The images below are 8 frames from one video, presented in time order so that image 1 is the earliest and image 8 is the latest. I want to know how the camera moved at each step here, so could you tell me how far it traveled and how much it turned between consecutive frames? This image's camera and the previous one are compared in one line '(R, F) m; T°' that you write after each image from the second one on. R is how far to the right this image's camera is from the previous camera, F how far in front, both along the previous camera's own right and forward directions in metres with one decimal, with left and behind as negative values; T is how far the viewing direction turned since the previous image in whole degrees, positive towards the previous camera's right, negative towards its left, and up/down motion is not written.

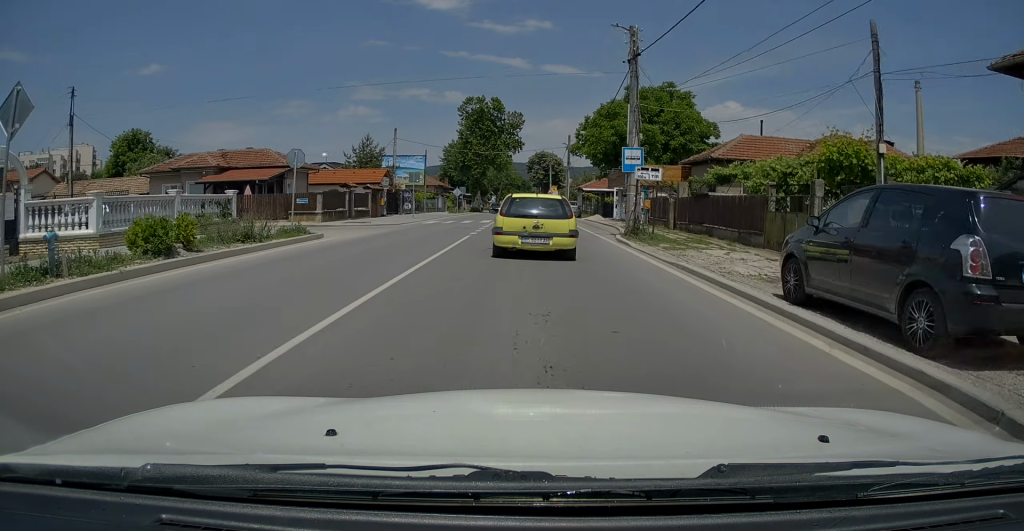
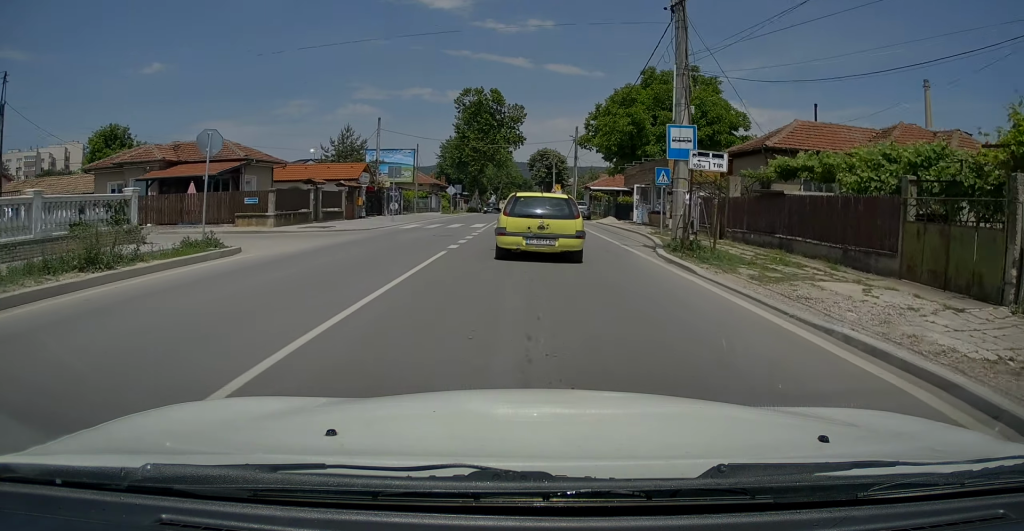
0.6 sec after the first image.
(0.0, +6.5) m; 0°
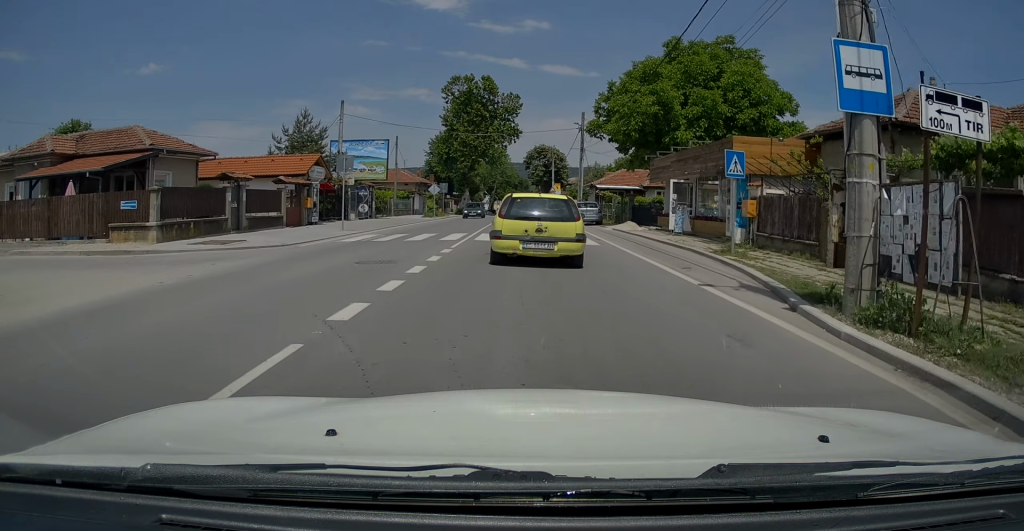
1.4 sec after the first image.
(-0.1, +8.7) m; 0°
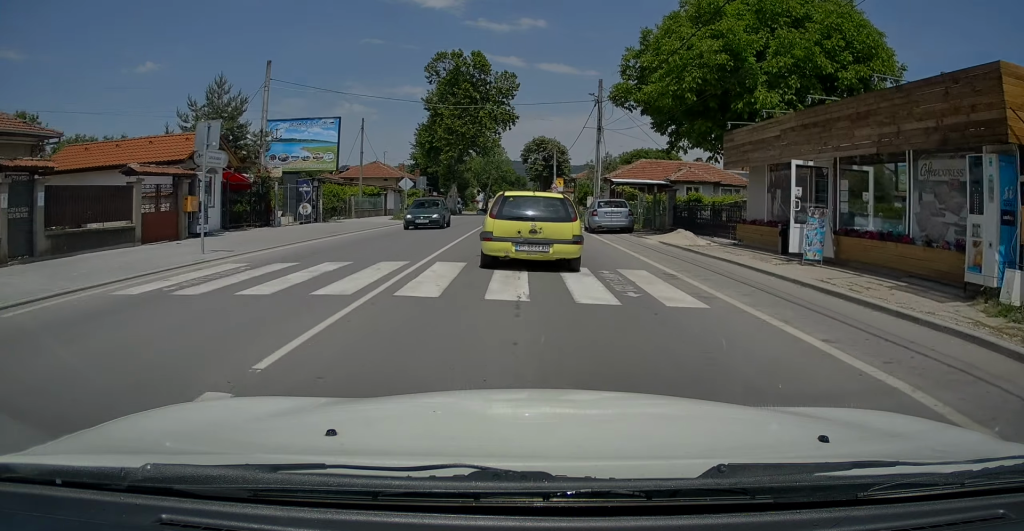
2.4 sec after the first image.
(0.0, +11.0) m; 0°
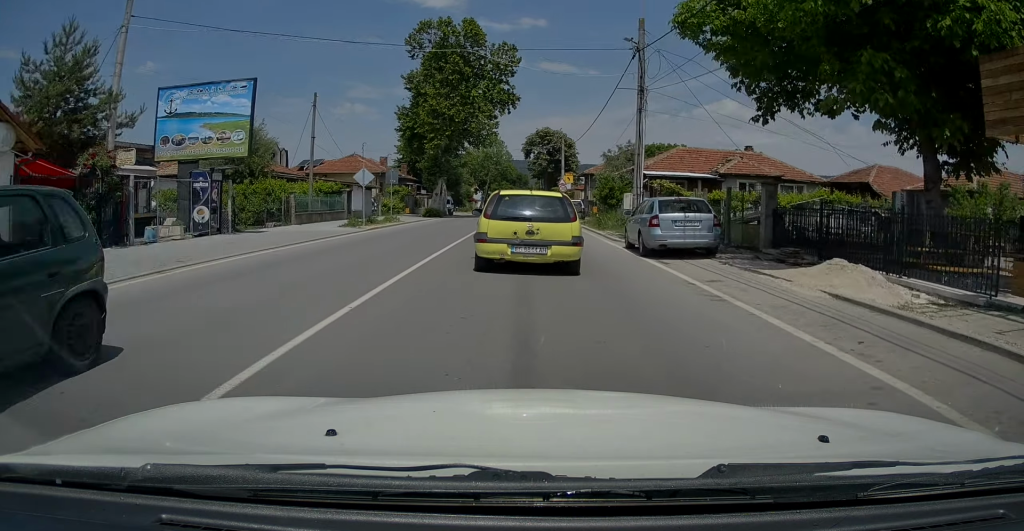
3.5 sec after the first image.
(+0.1, +10.9) m; 0°
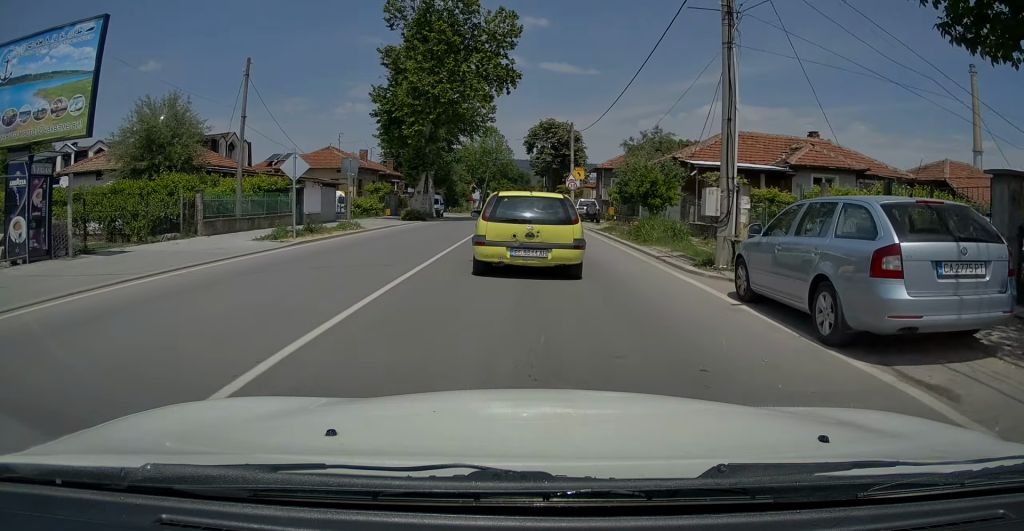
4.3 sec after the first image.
(-0.1, +9.1) m; 0°
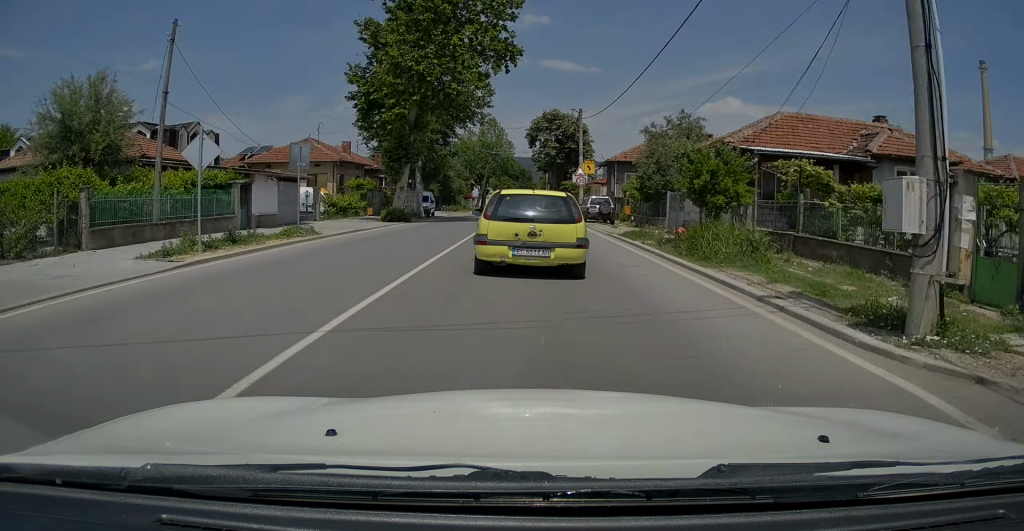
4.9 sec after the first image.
(0.0, +6.2) m; +1°
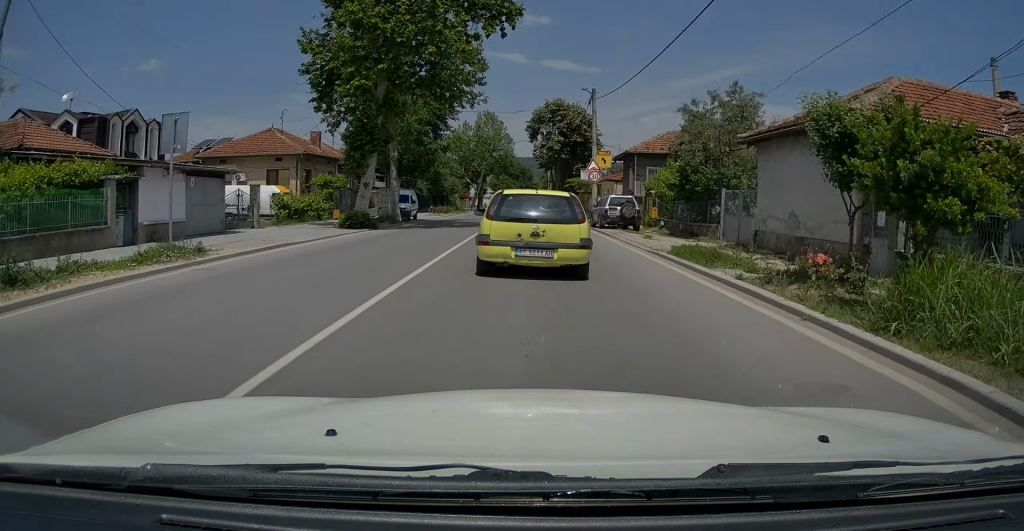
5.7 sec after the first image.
(+0.1, +7.9) m; 0°
